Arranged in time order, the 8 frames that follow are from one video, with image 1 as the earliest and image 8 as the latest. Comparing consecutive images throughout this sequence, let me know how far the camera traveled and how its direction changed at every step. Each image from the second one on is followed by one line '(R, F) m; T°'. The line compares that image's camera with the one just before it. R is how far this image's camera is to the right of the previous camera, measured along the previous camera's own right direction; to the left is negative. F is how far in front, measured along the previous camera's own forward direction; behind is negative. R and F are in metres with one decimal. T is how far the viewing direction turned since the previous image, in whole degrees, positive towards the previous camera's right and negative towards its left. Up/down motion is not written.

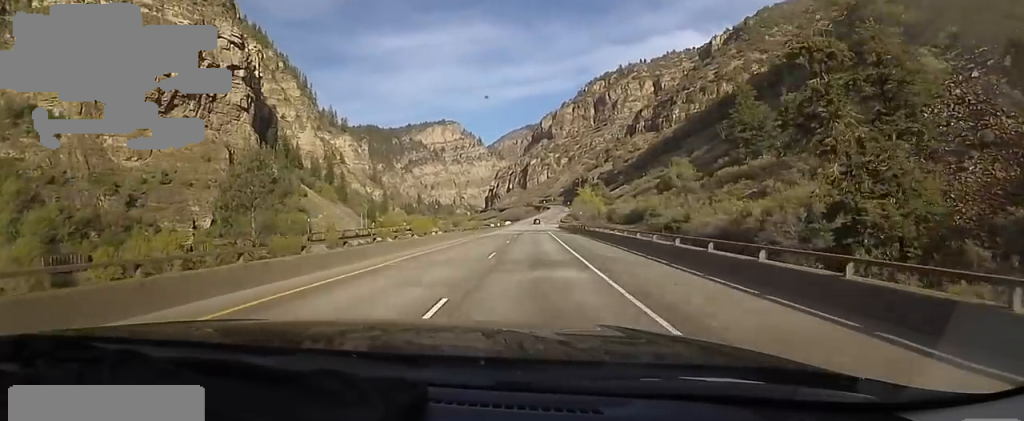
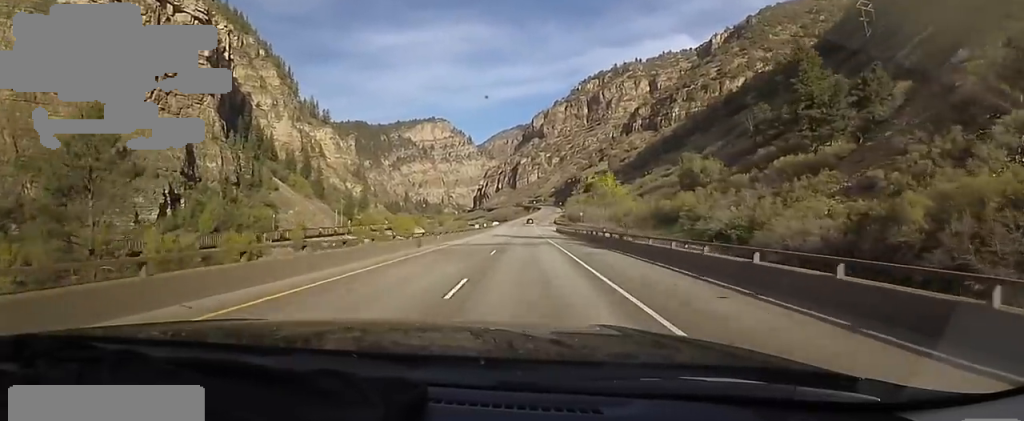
(+0.7, +20.9) m; -1°
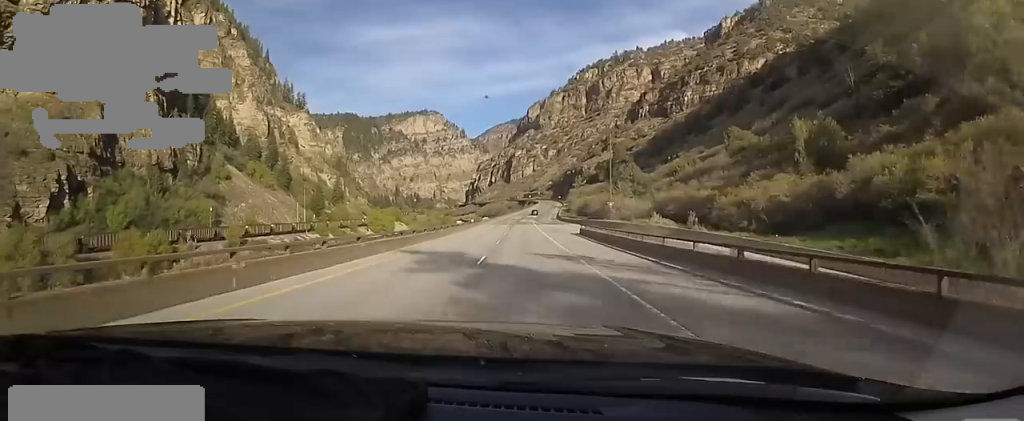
(-2.1, +37.6) m; 0°
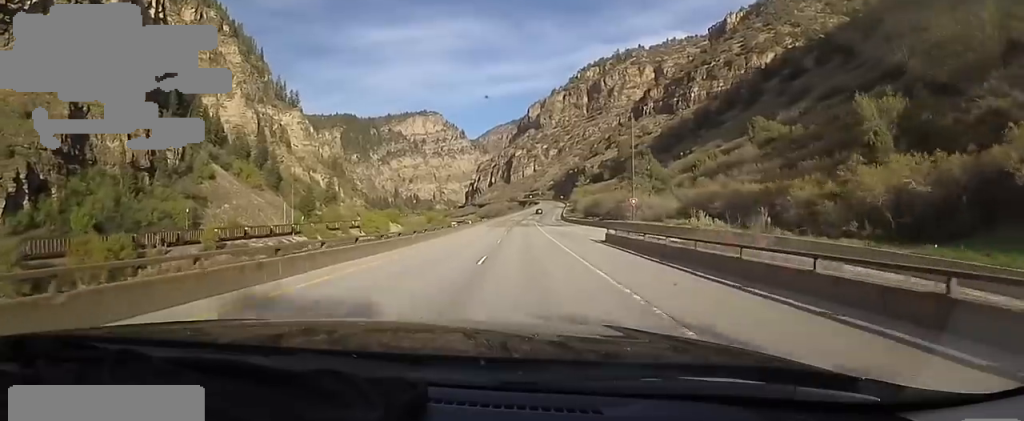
(+0.3, +12.3) m; +1°
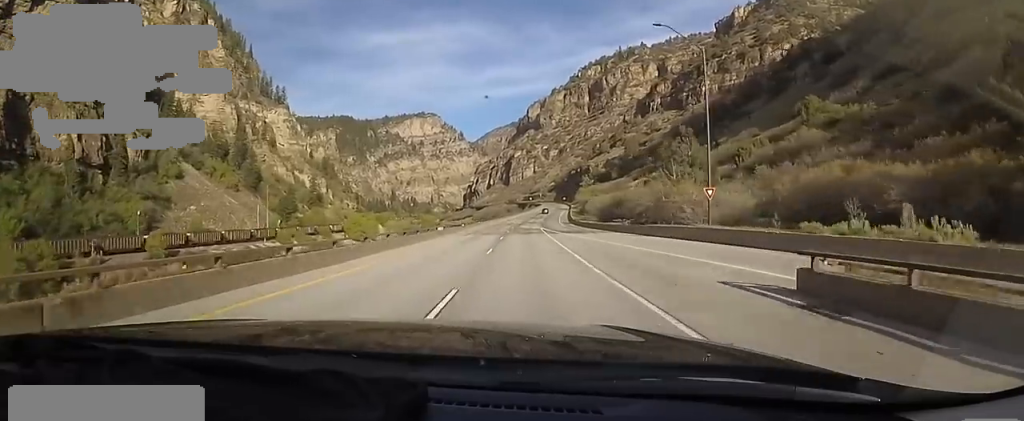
(+0.8, +20.6) m; 0°
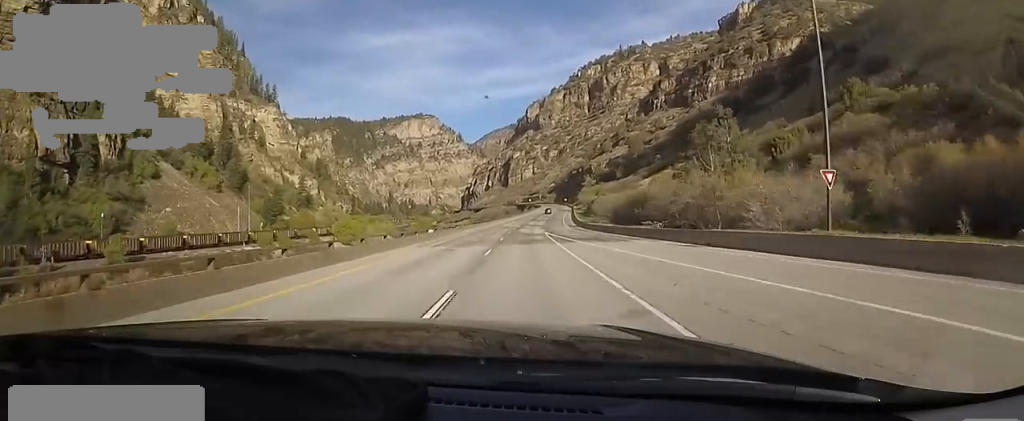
(-0.6, +12.3) m; -2°
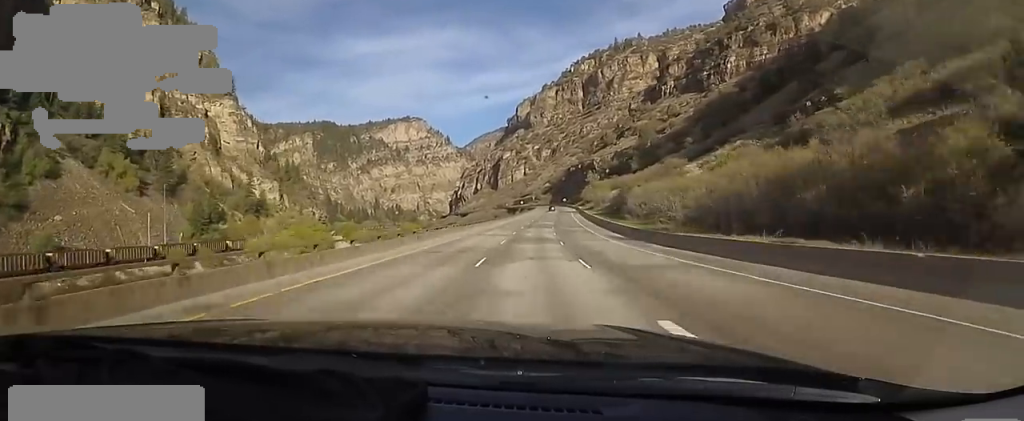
(0.0, +40.1) m; +4°
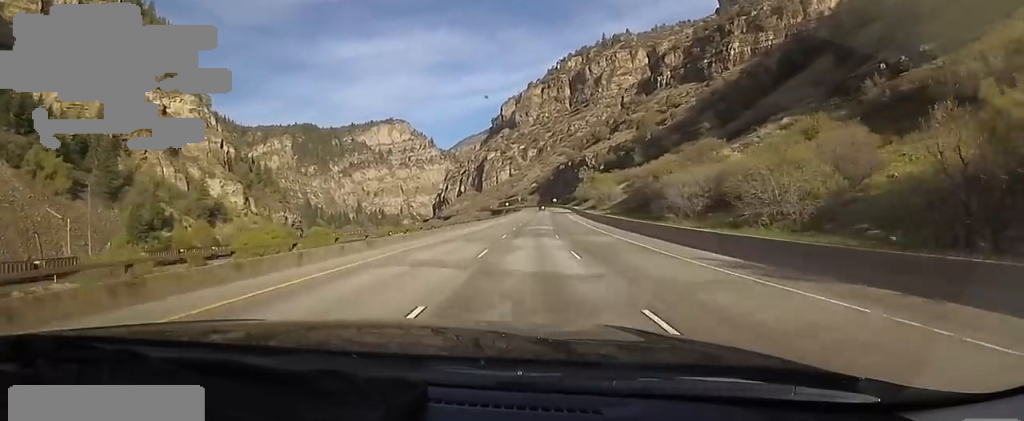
(+1.2, +22.1) m; +2°
